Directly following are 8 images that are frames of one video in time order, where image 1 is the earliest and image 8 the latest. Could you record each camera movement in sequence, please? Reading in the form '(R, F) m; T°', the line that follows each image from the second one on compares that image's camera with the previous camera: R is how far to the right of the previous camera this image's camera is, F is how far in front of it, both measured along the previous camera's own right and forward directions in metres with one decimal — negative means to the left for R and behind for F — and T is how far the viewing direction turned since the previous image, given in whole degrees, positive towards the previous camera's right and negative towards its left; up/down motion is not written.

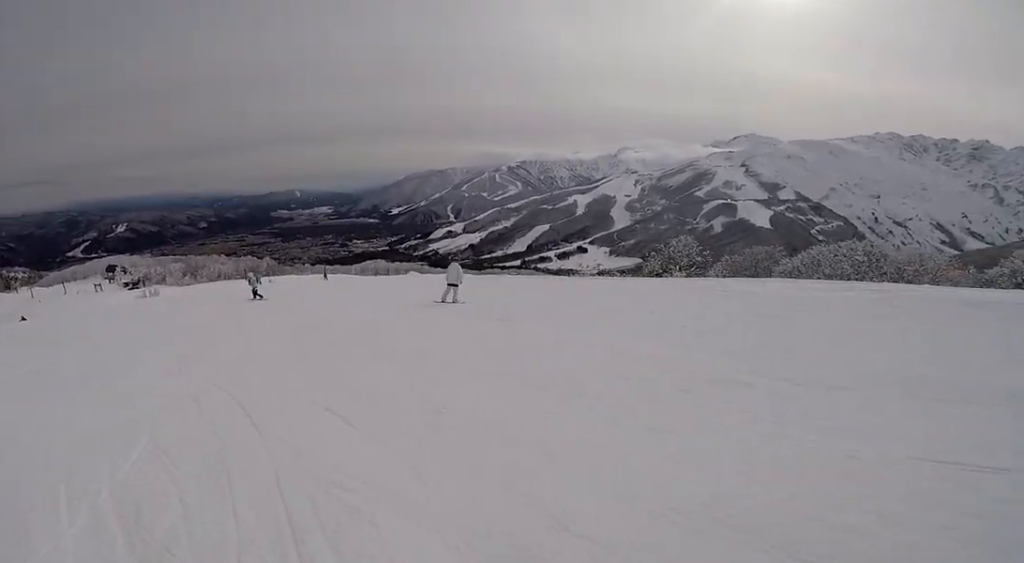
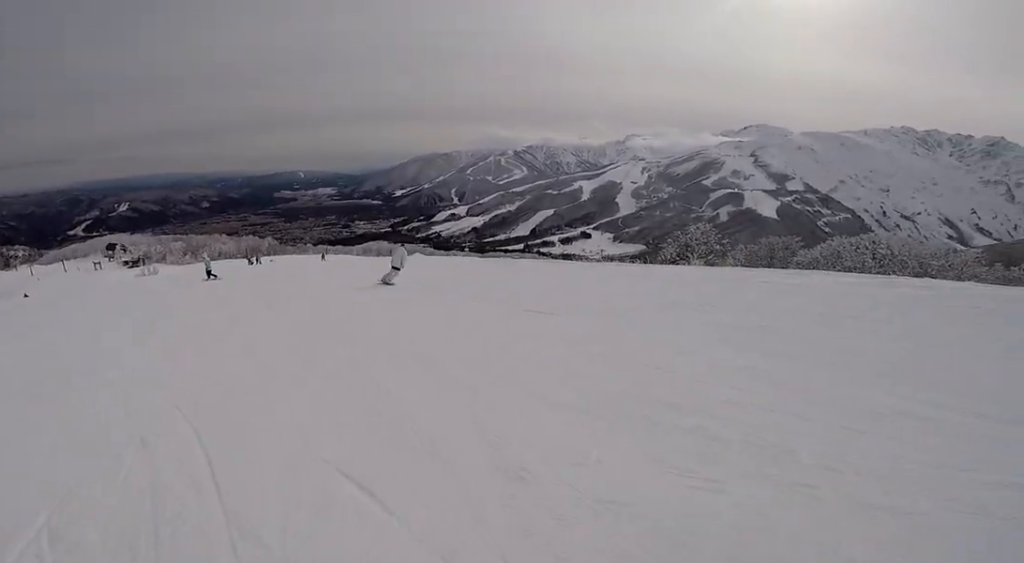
(+0.8, +1.7) m; 0°
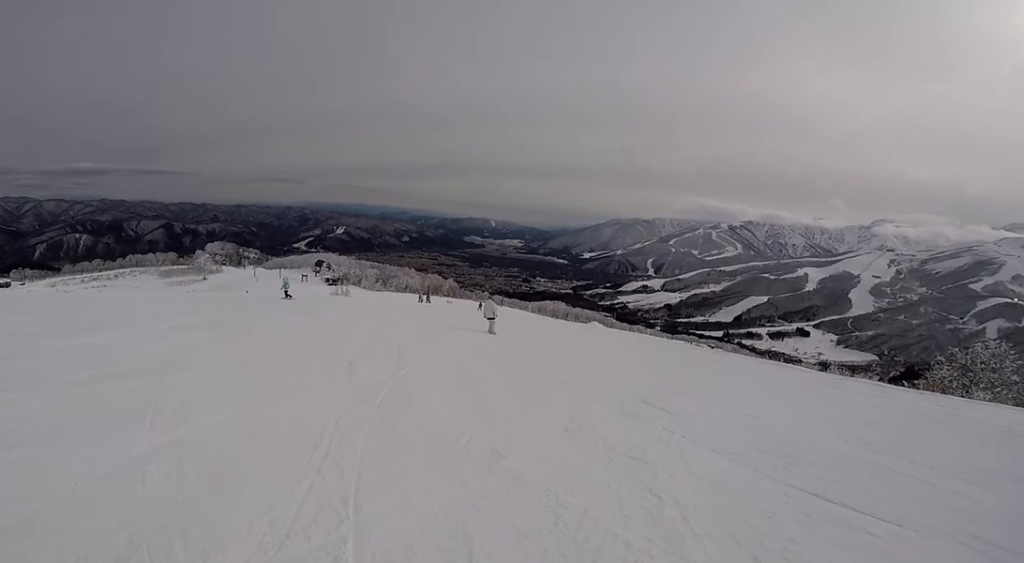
(-0.2, +4.4) m; -18°
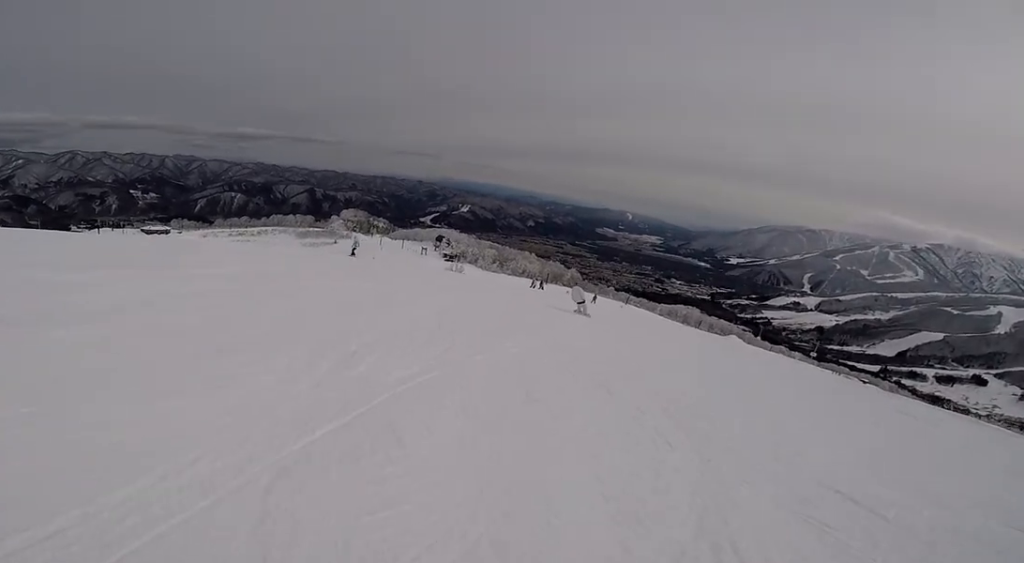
(-0.5, +2.9) m; -18°
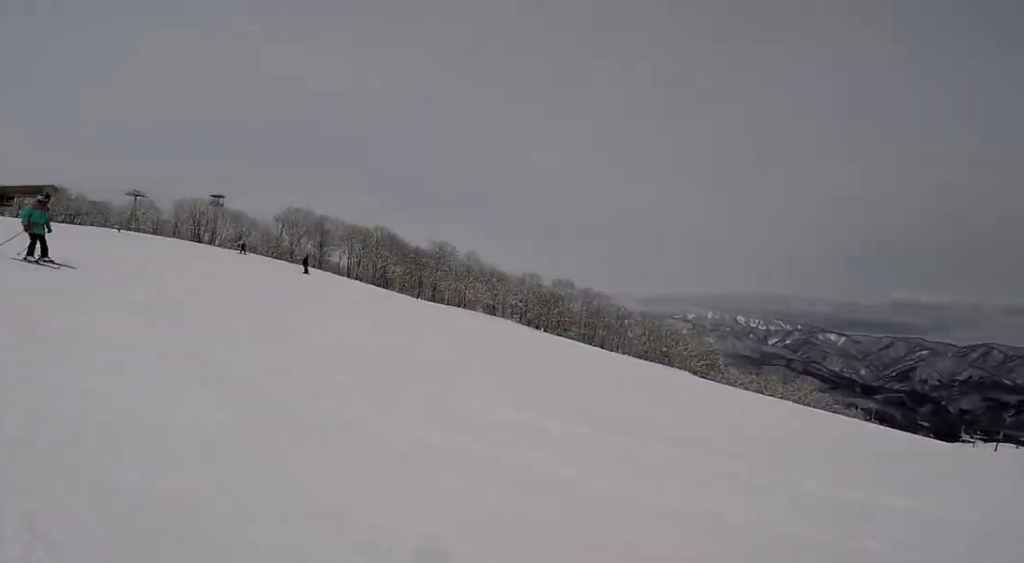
(-1.5, +4.7) m; -42°
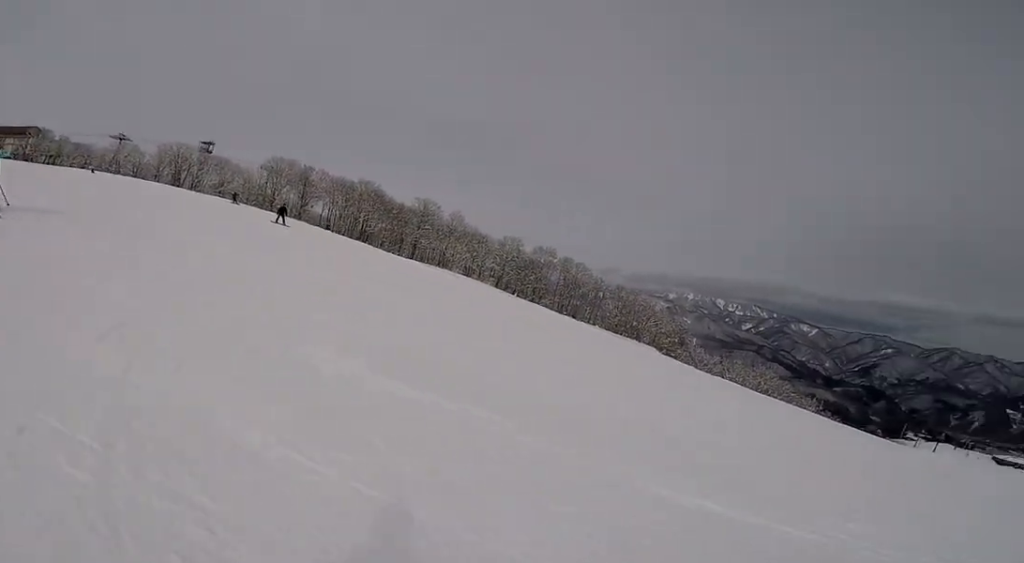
(-0.4, +2.3) m; -10°
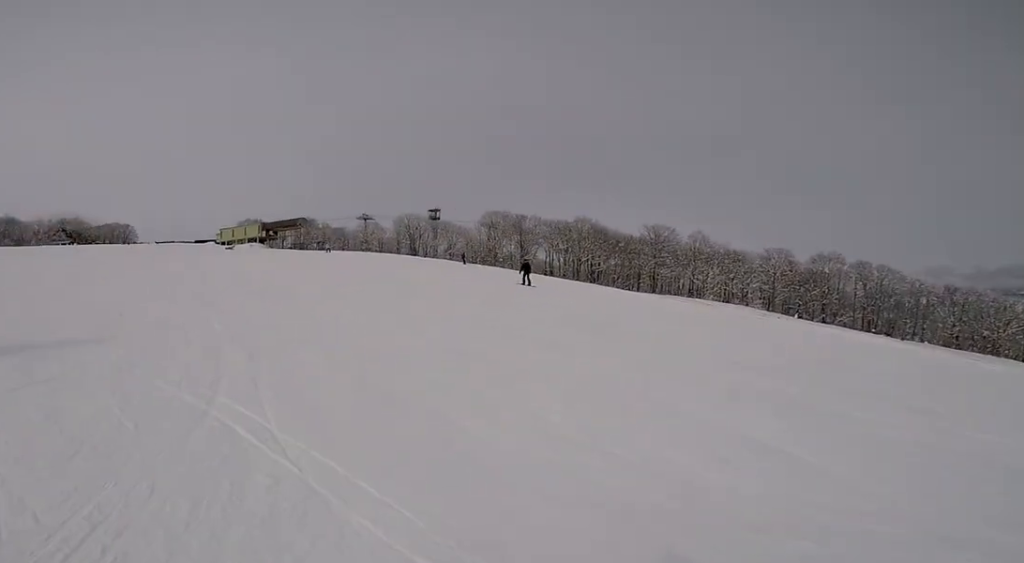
(-0.2, +3.8) m; +4°
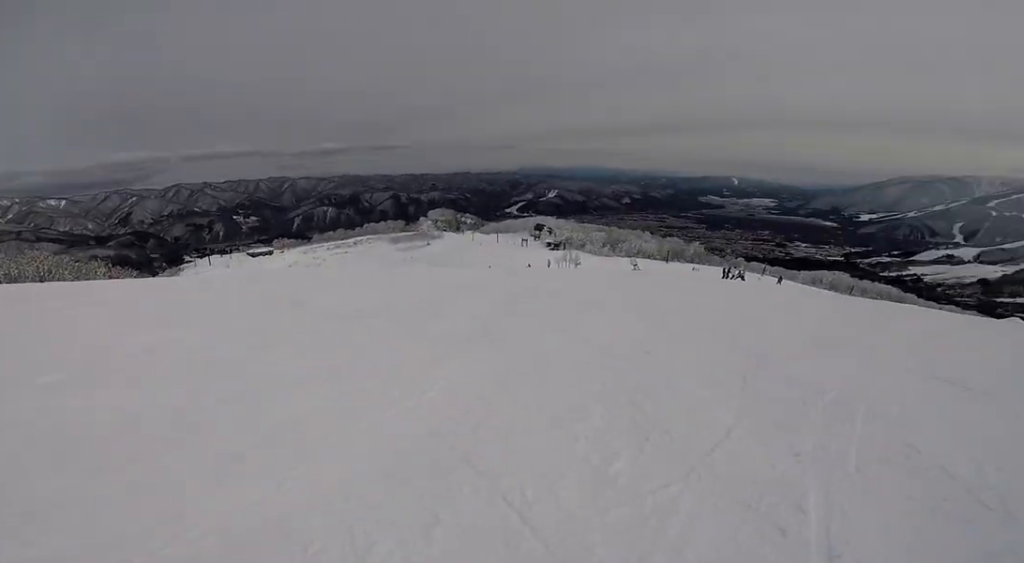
(+0.7, +3.1) m; +32°
